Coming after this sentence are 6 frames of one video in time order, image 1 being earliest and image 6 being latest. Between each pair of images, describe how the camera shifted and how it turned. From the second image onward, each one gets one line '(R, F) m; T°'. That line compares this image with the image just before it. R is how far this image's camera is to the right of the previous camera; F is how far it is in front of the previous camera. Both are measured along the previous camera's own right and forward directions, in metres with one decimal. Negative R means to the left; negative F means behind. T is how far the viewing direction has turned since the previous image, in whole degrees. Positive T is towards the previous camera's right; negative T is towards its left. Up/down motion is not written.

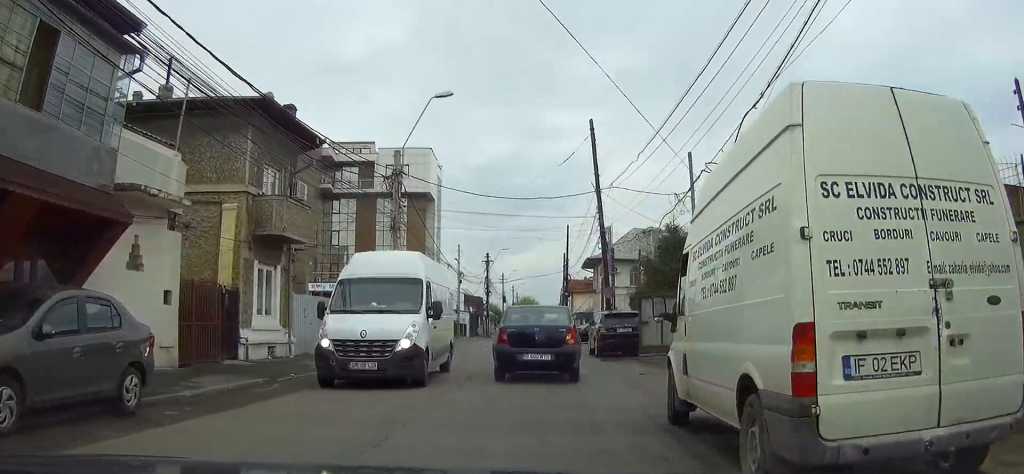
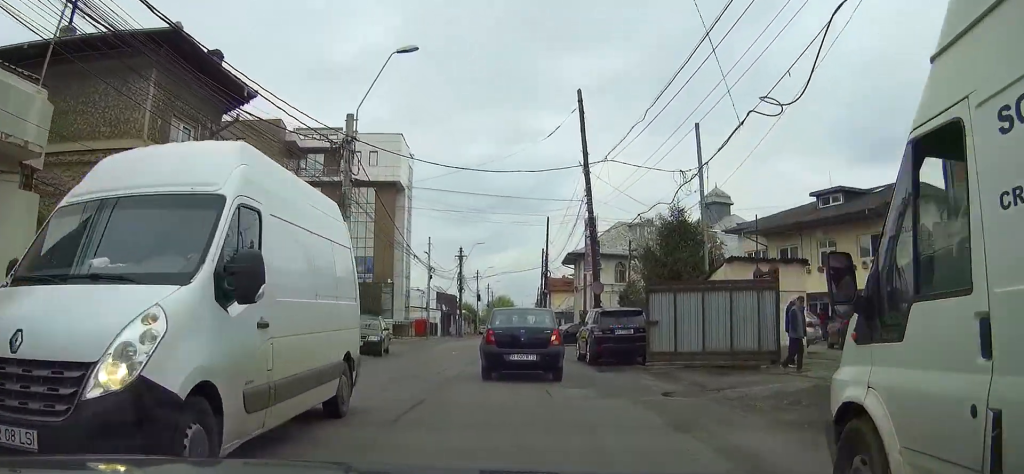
(+0.1, +5.1) m; +3°
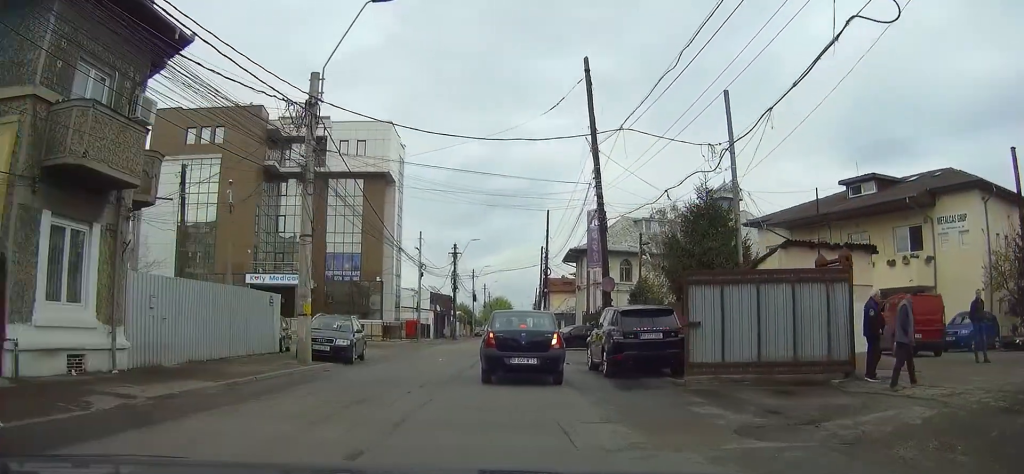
(+0.1, +4.2) m; +2°
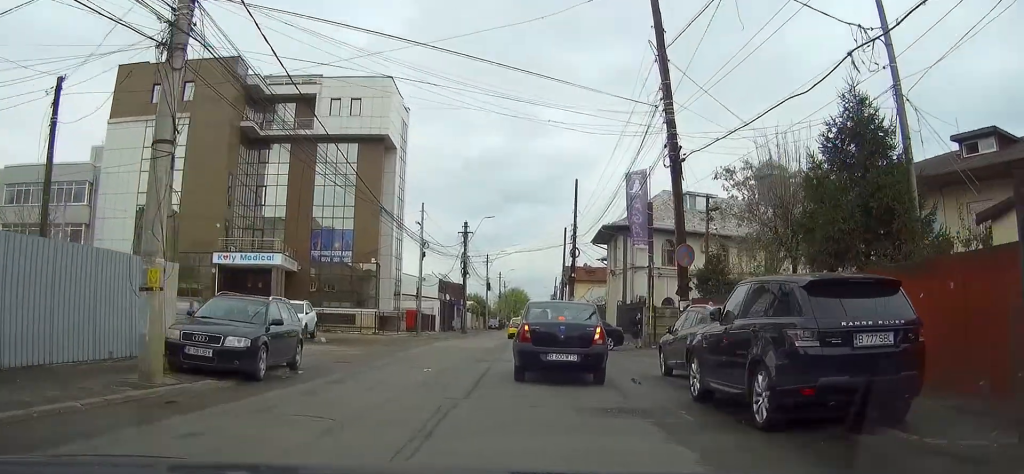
(+0.3, +9.4) m; 0°
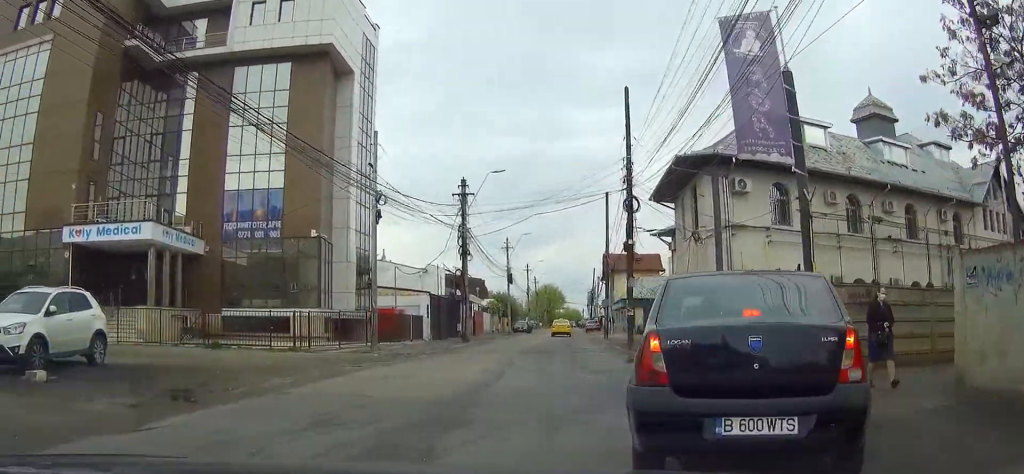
(-0.4, +20.1) m; -7°
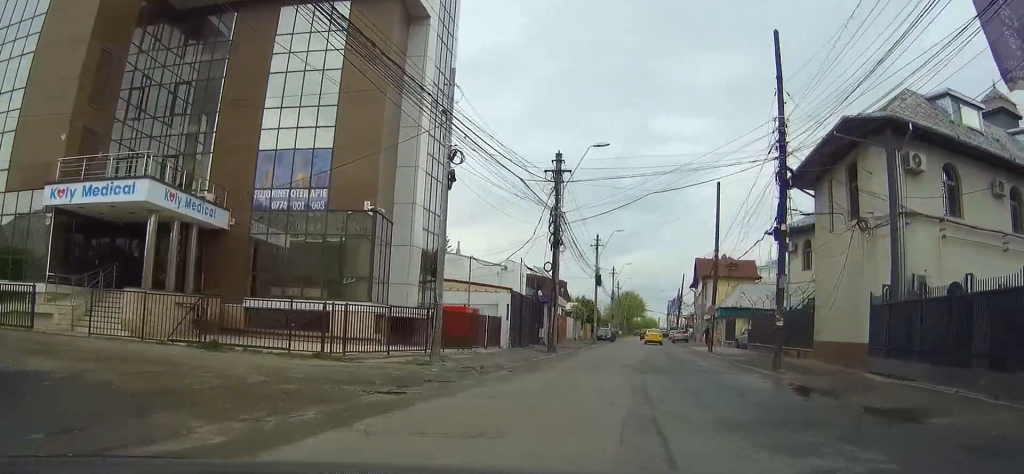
(-0.7, +7.5) m; -3°
